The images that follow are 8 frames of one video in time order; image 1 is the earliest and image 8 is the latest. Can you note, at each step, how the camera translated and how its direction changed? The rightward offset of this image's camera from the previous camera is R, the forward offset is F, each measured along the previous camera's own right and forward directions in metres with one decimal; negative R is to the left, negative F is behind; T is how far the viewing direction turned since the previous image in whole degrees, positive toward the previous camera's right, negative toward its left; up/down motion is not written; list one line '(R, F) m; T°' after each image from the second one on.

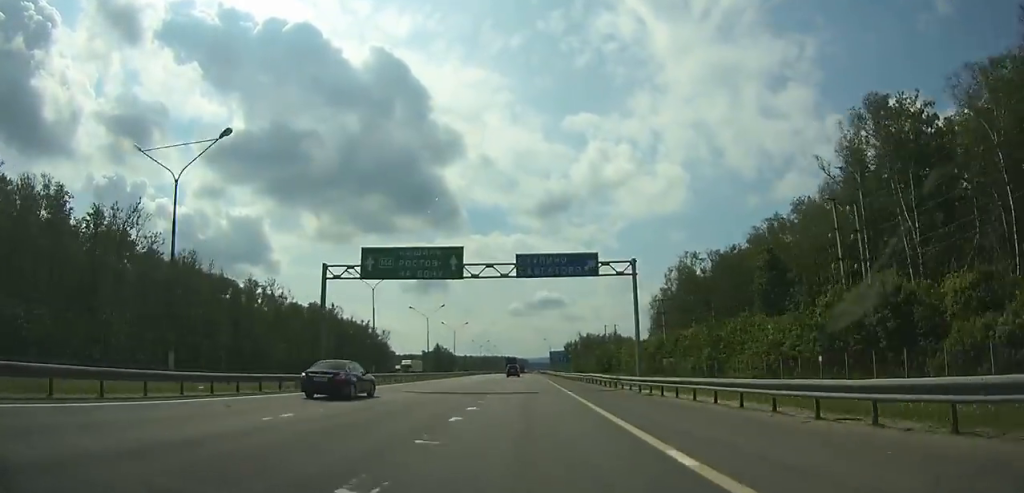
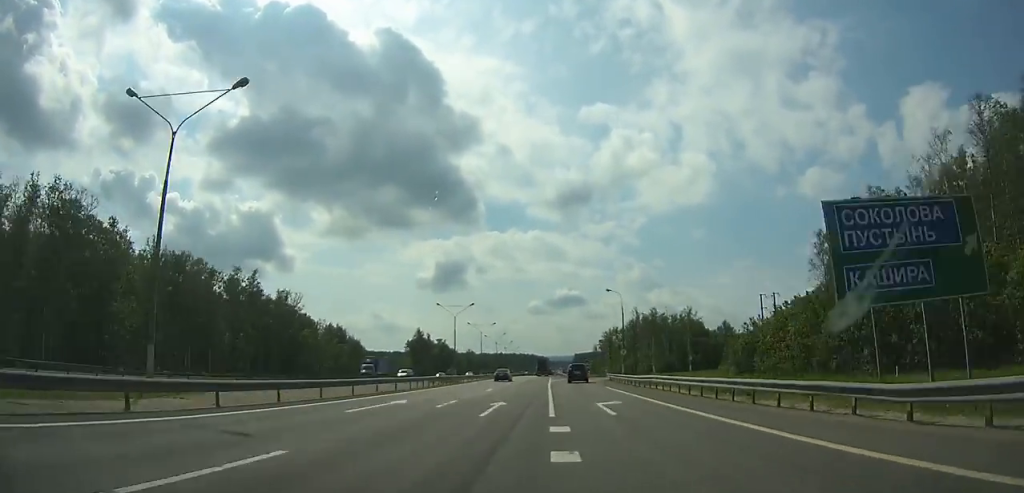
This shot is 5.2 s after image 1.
(-1.4, +121.3) m; -1°
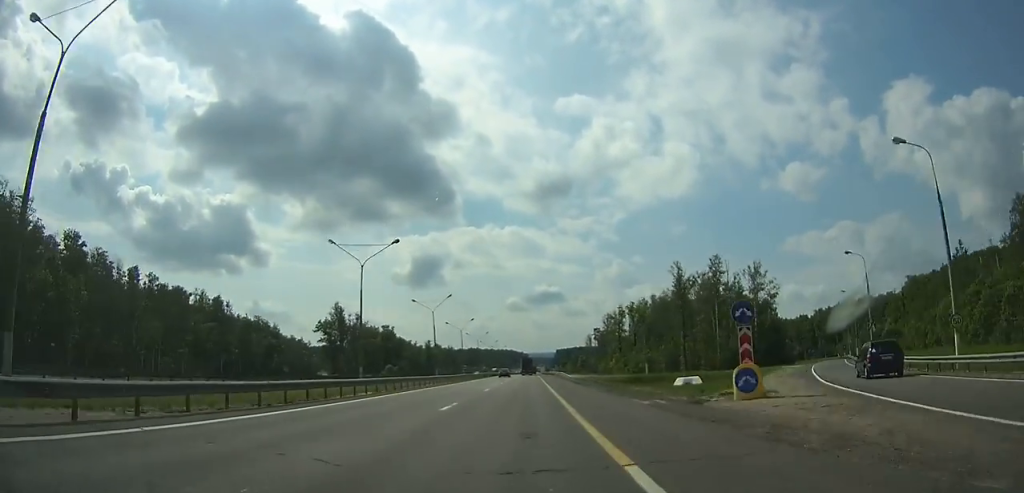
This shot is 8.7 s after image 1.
(+0.6, +82.8) m; +1°
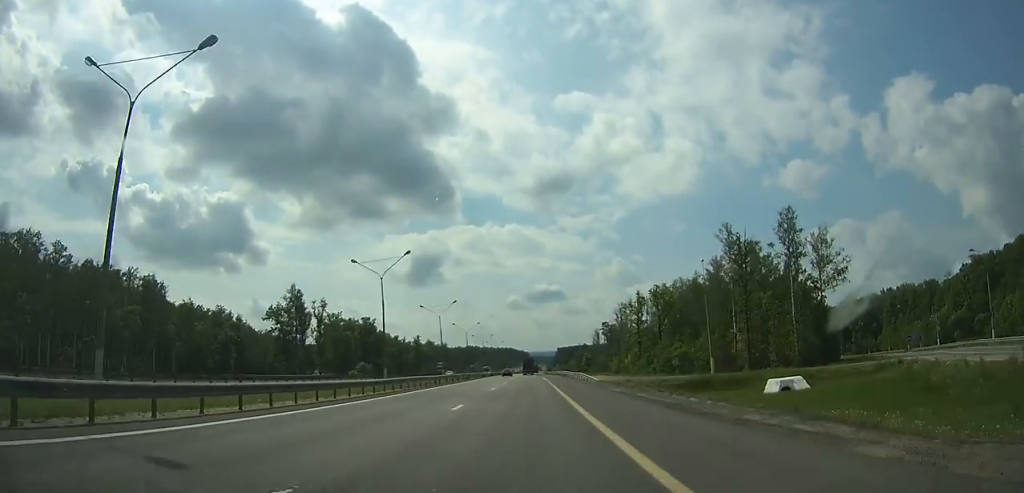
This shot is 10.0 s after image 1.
(+0.2, +31.0) m; 0°
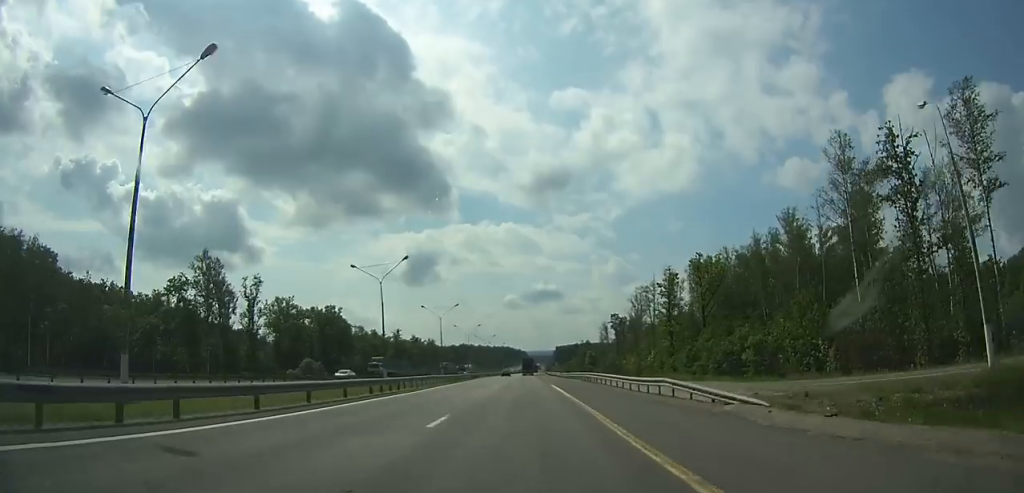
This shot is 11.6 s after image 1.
(+0.1, +39.3) m; 0°
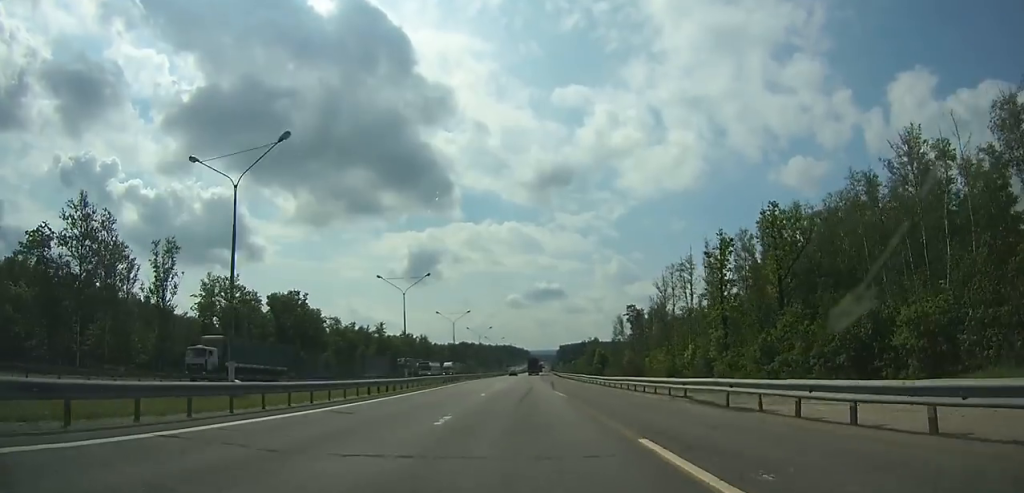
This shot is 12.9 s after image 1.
(-0.1, +32.0) m; 0°
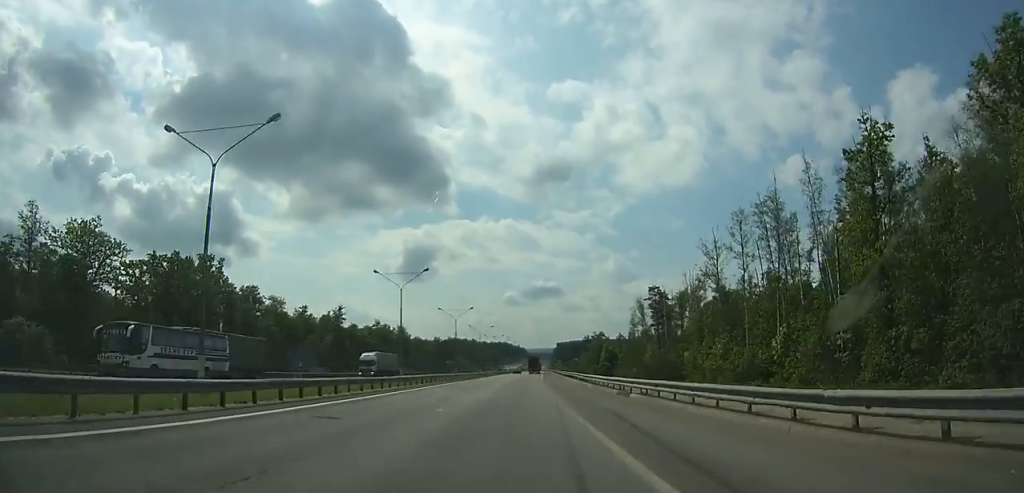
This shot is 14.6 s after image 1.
(+0.2, +42.9) m; 0°
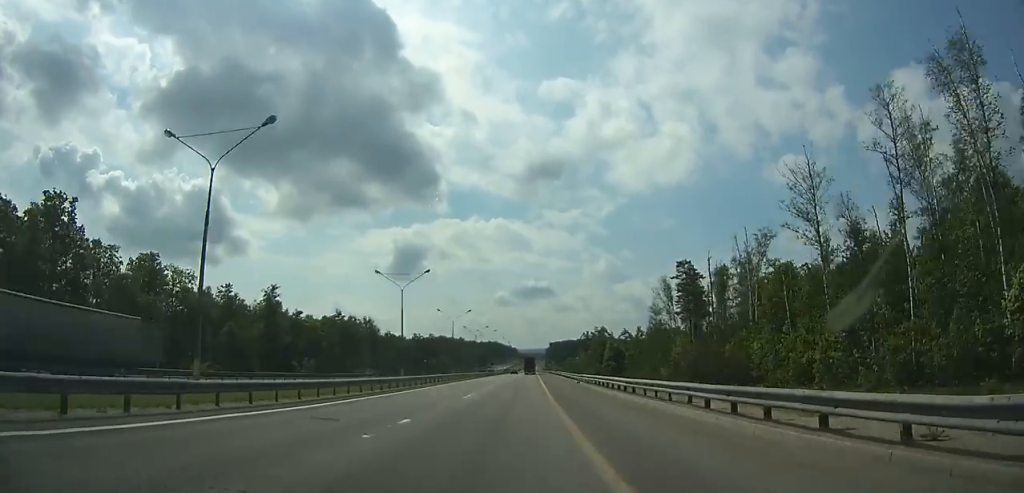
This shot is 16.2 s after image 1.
(+0.1, +40.6) m; 0°
